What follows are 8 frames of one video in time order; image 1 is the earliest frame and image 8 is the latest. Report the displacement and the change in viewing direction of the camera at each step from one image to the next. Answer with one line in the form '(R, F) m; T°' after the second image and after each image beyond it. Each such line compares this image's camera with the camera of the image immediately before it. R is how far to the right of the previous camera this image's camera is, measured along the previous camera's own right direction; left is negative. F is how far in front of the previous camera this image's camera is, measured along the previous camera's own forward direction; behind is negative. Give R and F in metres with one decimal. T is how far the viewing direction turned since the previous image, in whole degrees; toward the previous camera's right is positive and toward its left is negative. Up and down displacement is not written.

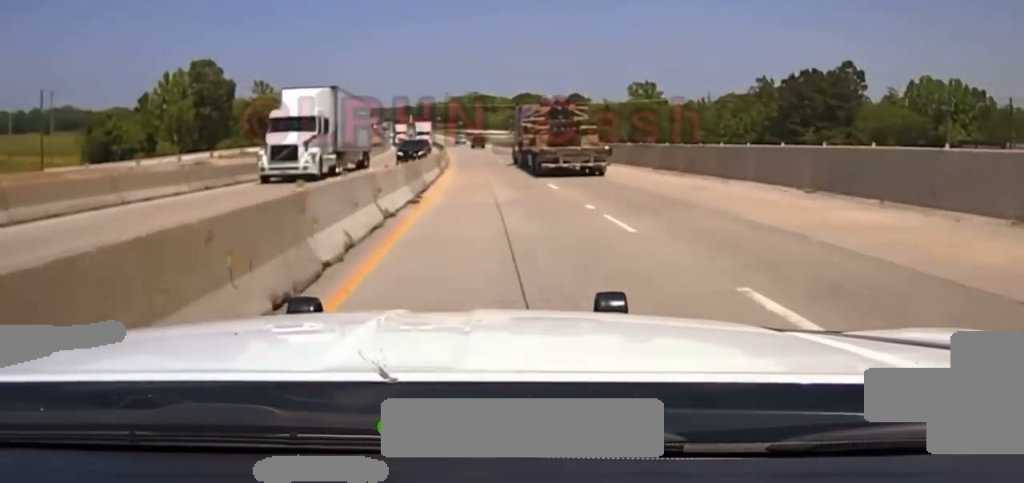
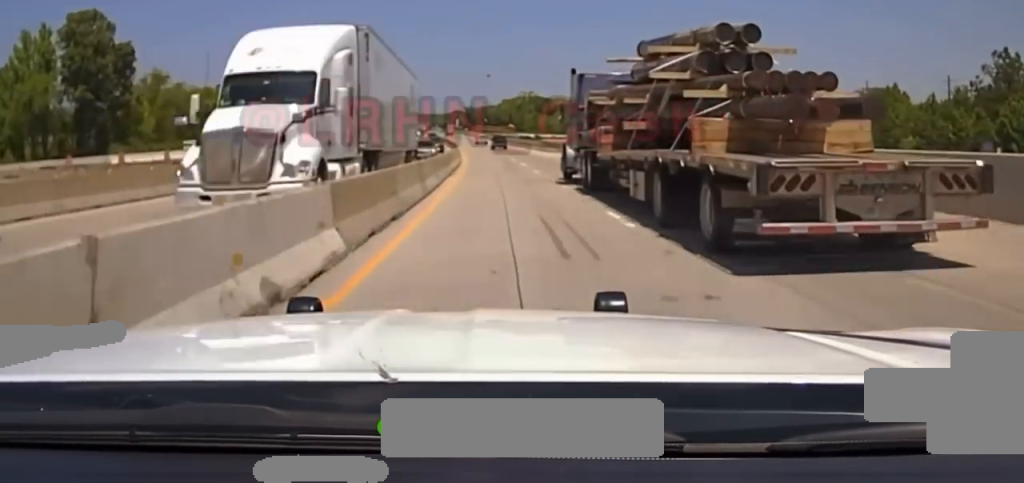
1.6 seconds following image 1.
(-1.6, +75.2) m; -3°
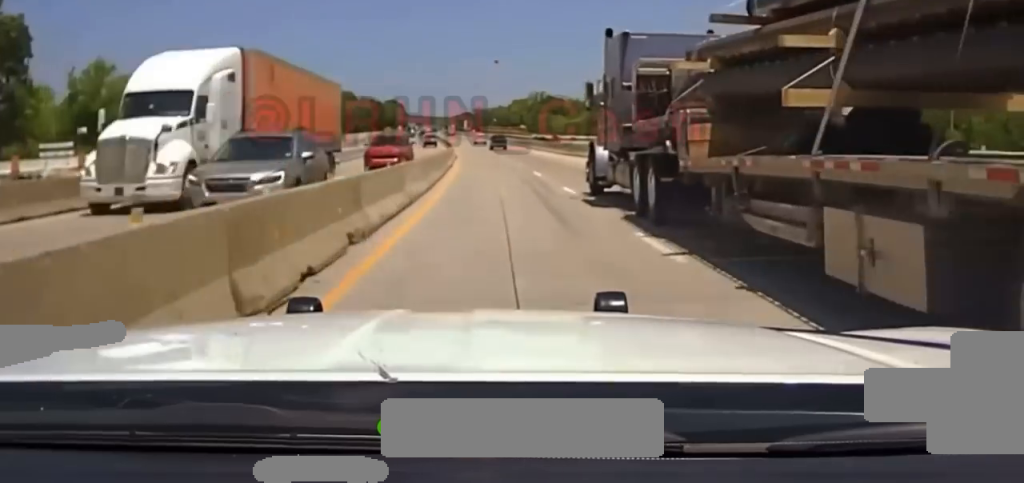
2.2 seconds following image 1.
(-0.5, +30.4) m; -1°
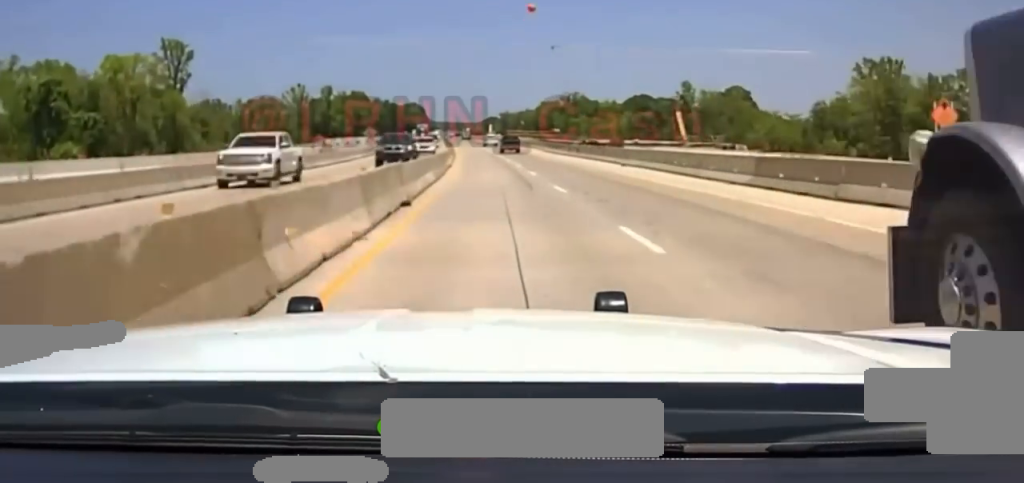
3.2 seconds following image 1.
(-1.0, +54.1) m; -2°
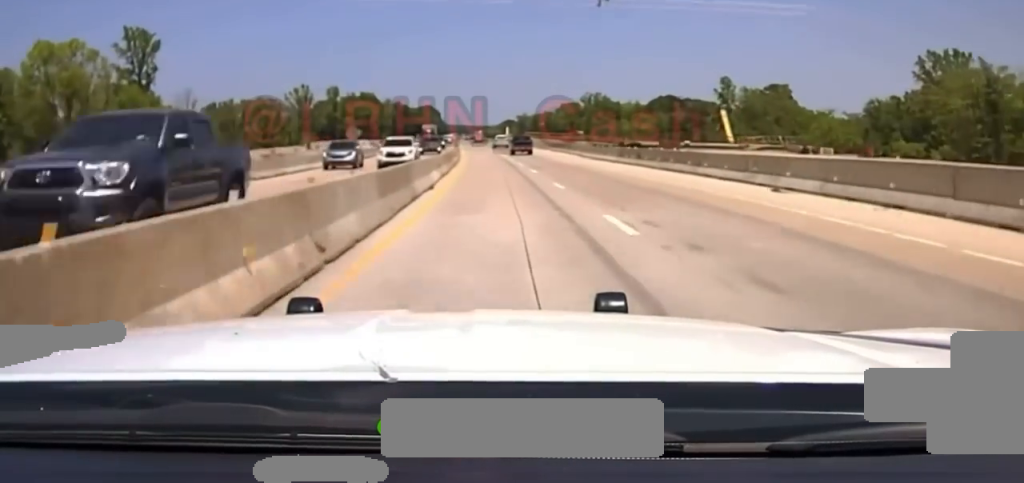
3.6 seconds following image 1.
(-0.1, +26.7) m; -1°
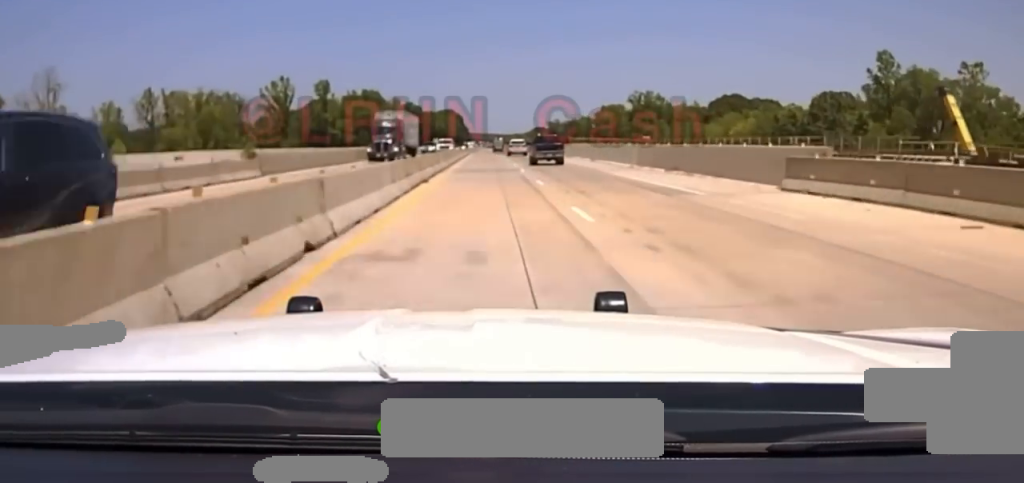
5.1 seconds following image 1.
(-1.4, +74.5) m; -2°
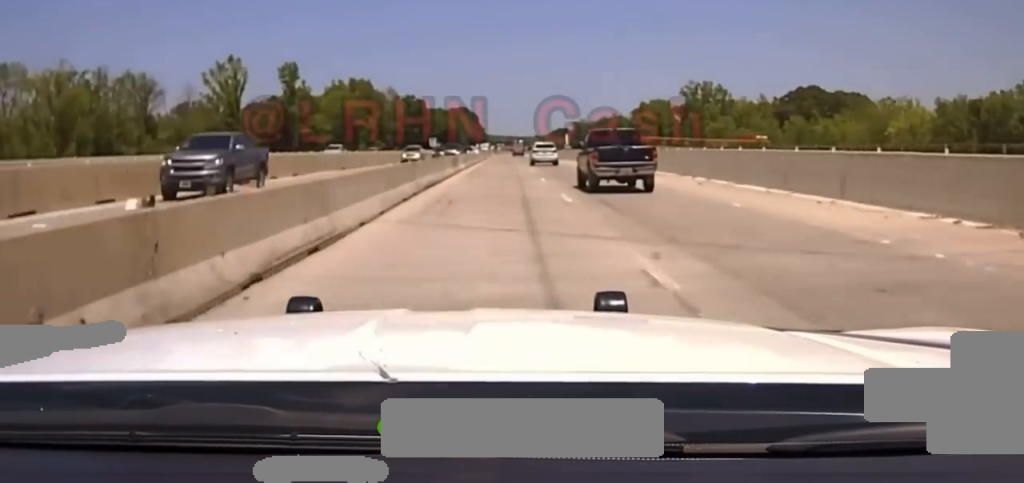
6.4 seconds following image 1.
(-0.8, +61.7) m; -1°
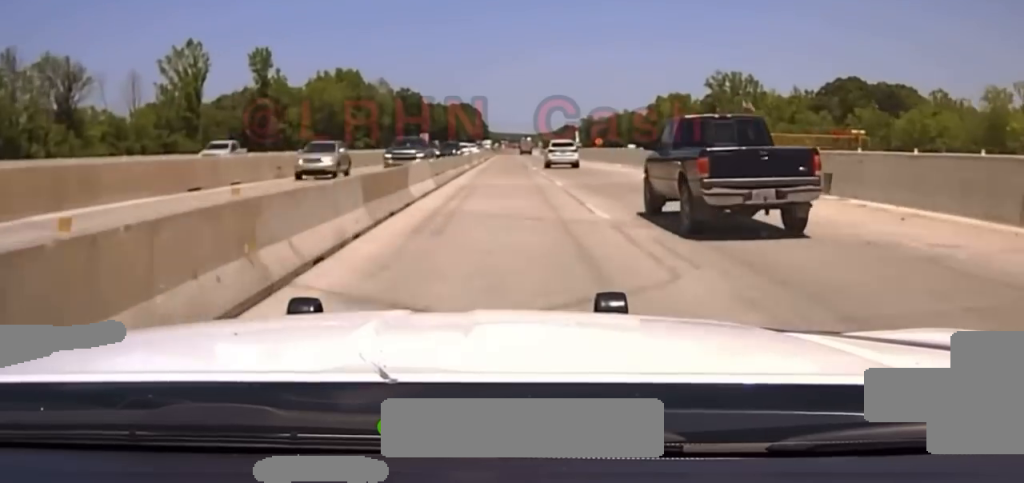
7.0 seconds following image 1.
(-0.1, +24.9) m; 0°
